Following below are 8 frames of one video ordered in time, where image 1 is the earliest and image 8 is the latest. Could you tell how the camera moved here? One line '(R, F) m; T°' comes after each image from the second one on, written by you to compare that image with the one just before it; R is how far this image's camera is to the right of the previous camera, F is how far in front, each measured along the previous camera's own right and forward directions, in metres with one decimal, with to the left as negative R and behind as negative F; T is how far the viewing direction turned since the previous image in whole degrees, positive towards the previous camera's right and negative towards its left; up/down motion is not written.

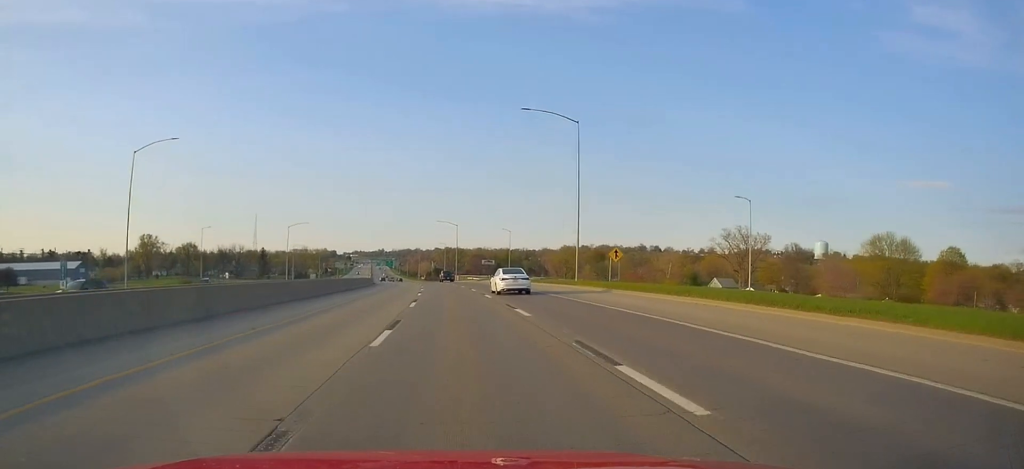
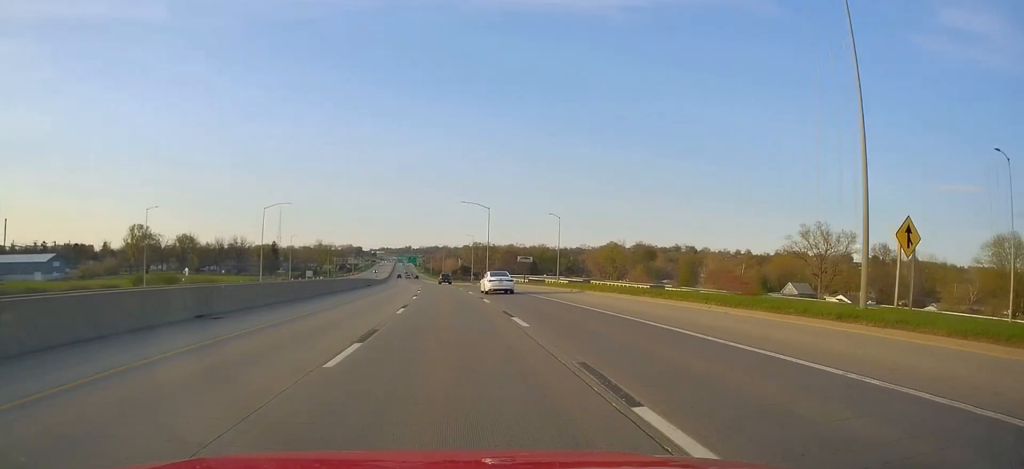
(-0.7, +39.0) m; -2°
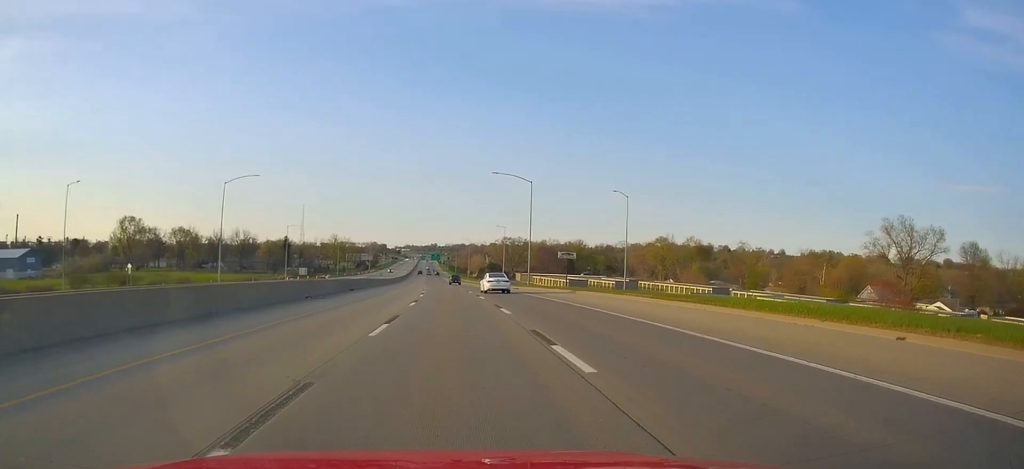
(-0.2, +32.1) m; -1°
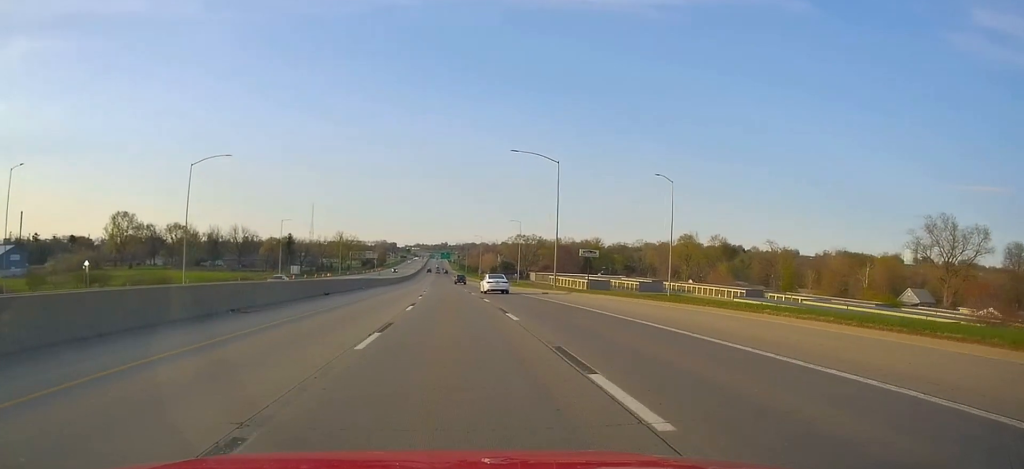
(-0.2, +14.6) m; -1°
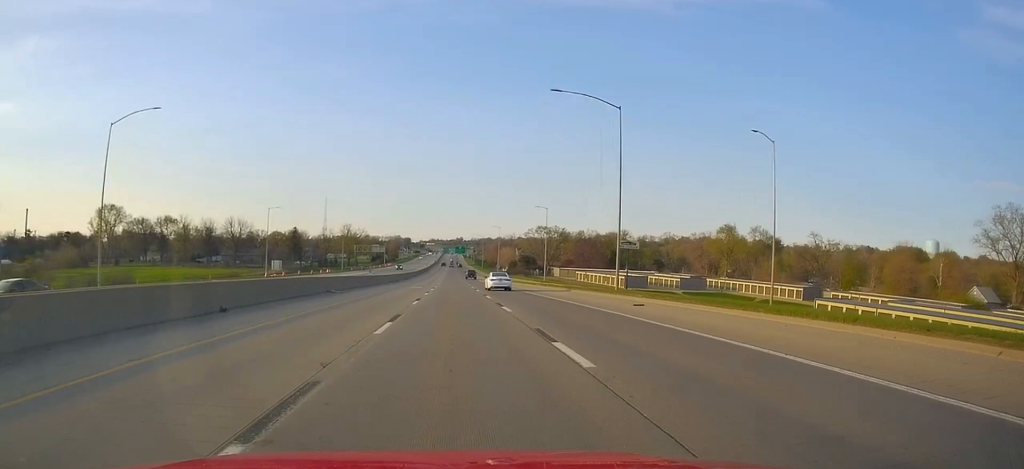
(-0.5, +21.9) m; -2°
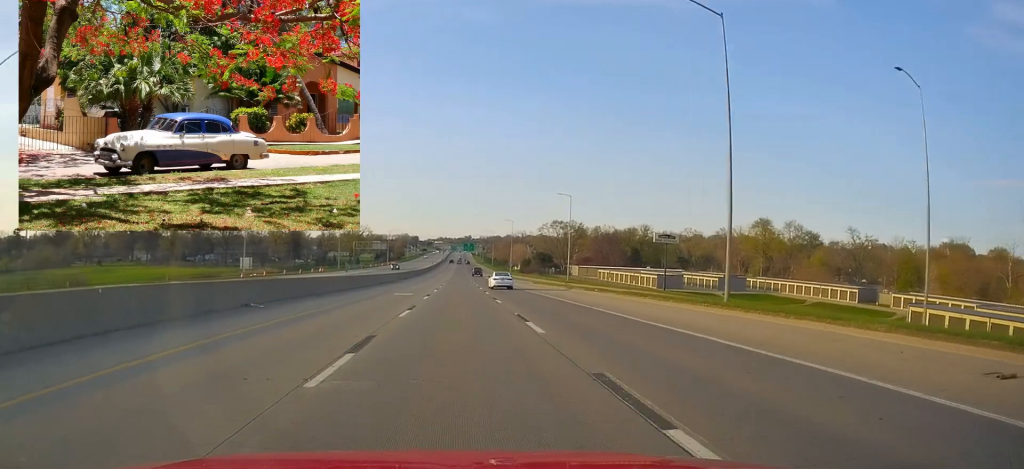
(+0.1, +18.6) m; -1°
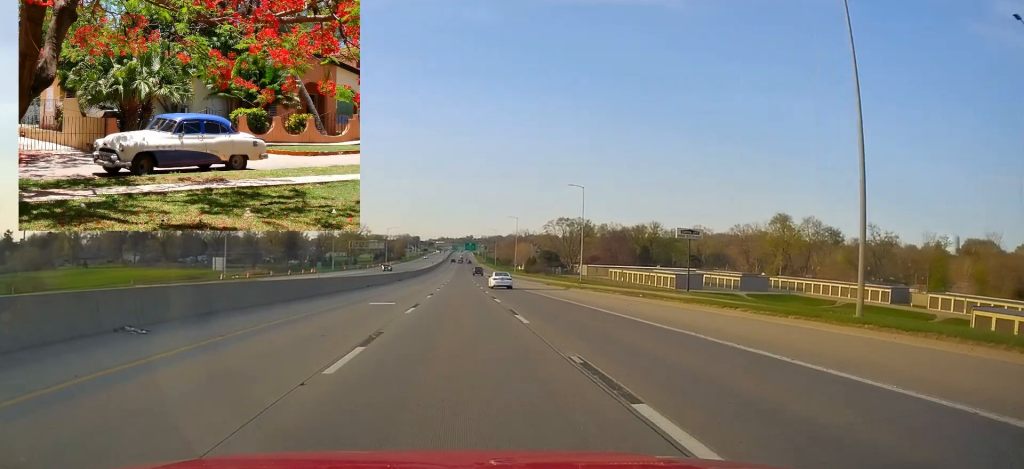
(-0.2, +10.4) m; -1°
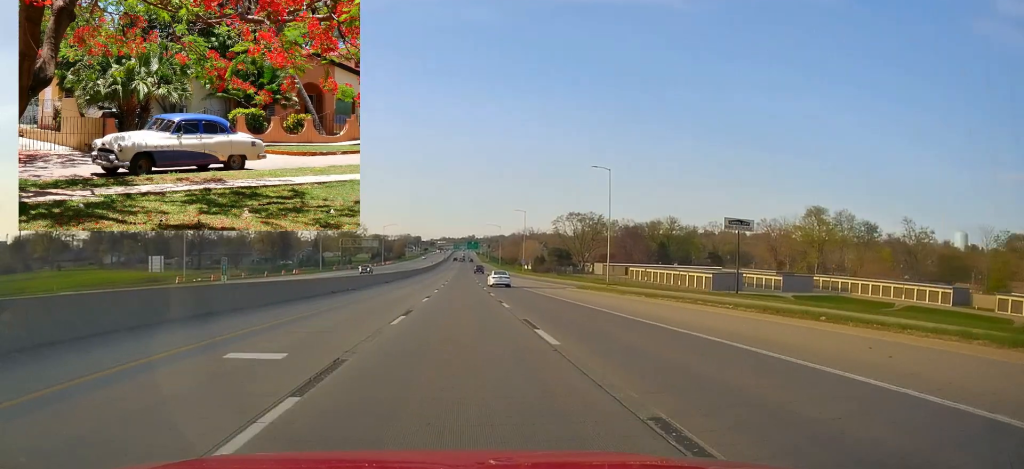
(-0.4, +16.6) m; -1°
